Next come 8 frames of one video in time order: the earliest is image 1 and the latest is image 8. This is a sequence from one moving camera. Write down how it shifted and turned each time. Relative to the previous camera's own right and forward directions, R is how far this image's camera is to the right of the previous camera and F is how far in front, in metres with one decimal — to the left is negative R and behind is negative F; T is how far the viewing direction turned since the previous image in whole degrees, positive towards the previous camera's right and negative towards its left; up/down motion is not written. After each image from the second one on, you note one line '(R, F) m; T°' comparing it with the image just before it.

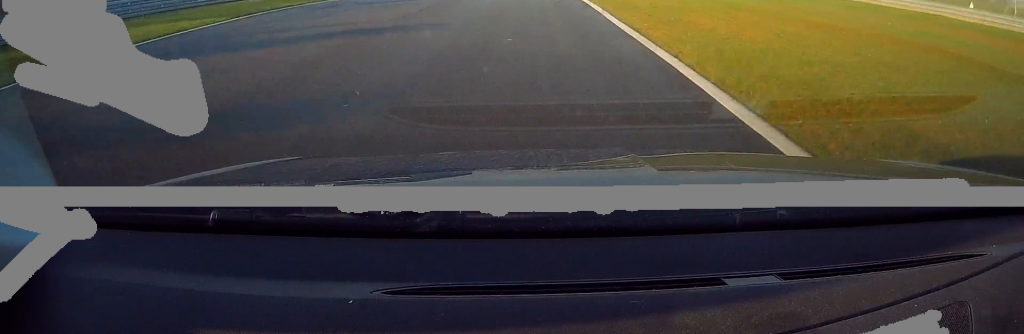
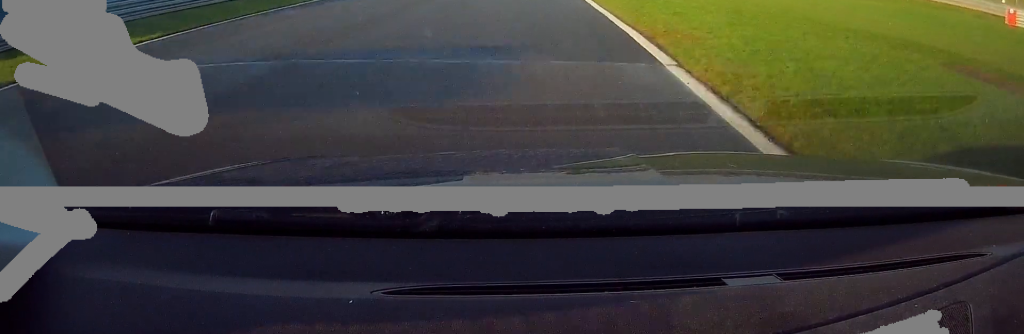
(-0.1, +52.2) m; 0°
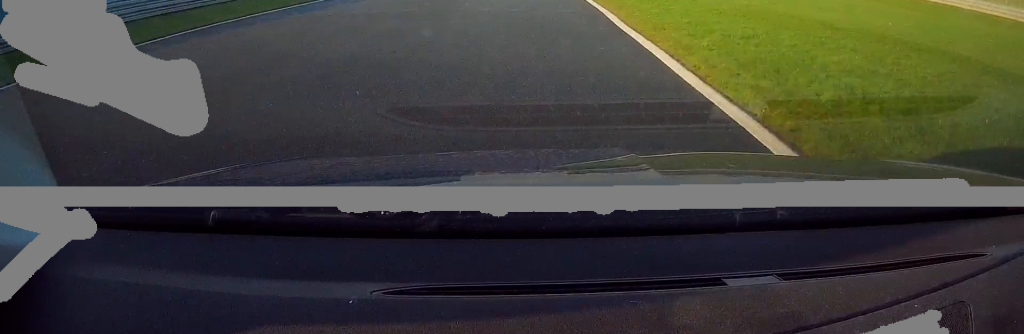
(0.0, +10.6) m; 0°
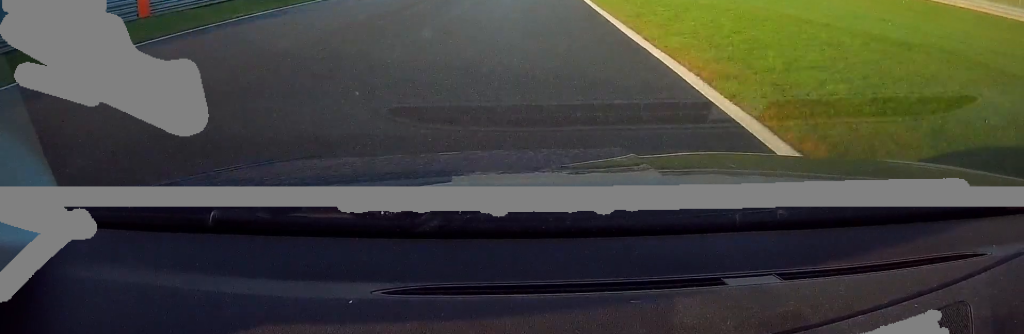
(0.0, +14.4) m; 0°
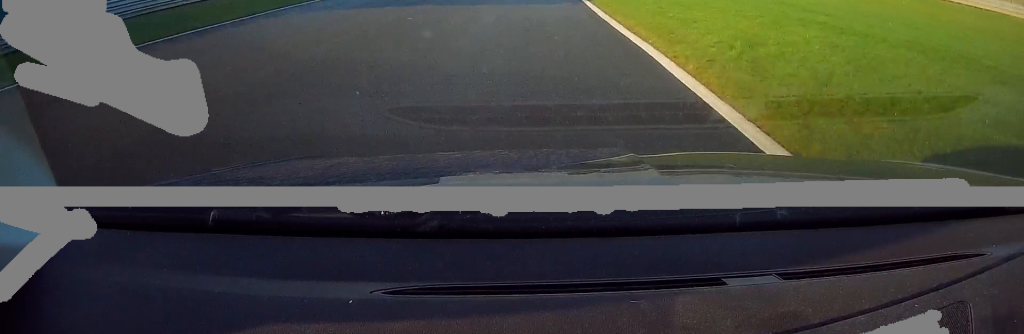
(0.0, +19.2) m; 0°
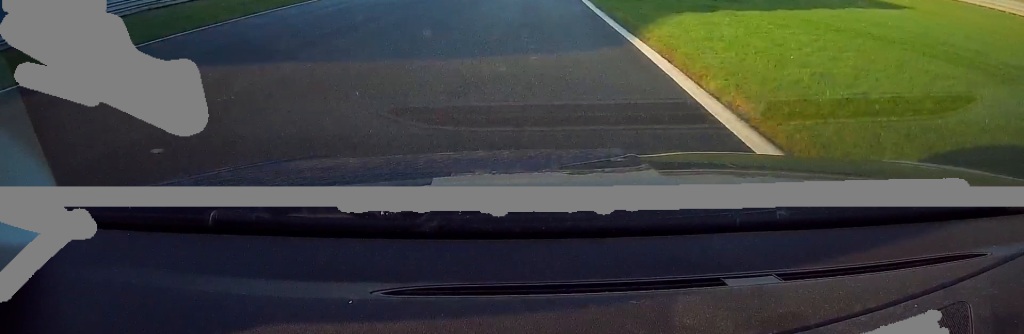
(0.0, +10.4) m; 0°
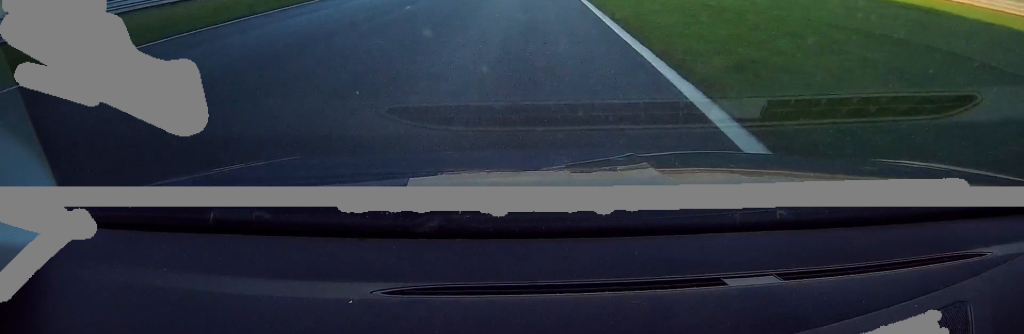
(-0.1, +25.6) m; -1°
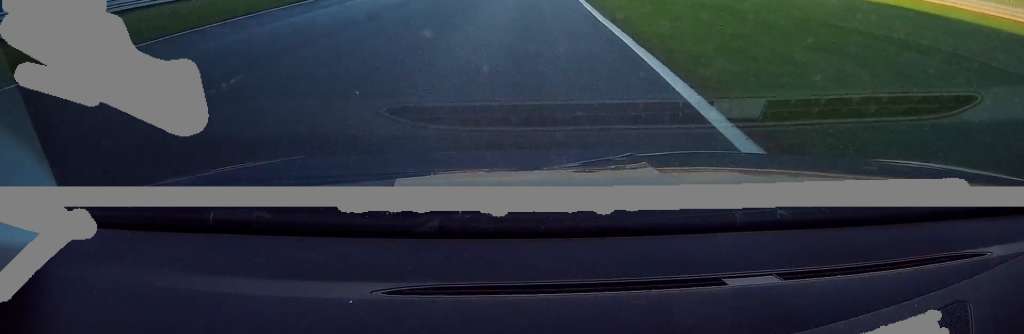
(0.0, +11.3) m; 0°
